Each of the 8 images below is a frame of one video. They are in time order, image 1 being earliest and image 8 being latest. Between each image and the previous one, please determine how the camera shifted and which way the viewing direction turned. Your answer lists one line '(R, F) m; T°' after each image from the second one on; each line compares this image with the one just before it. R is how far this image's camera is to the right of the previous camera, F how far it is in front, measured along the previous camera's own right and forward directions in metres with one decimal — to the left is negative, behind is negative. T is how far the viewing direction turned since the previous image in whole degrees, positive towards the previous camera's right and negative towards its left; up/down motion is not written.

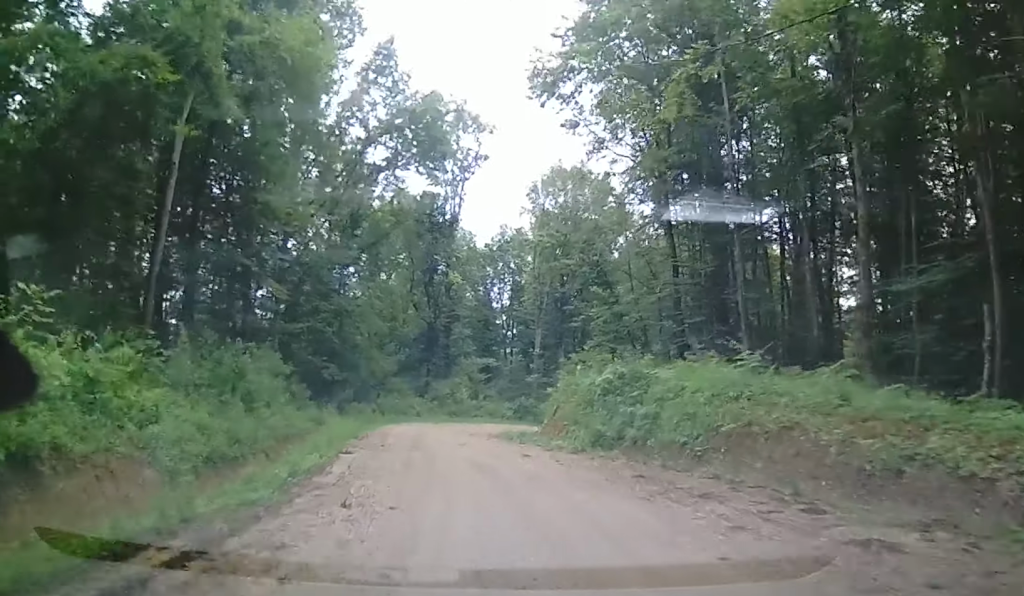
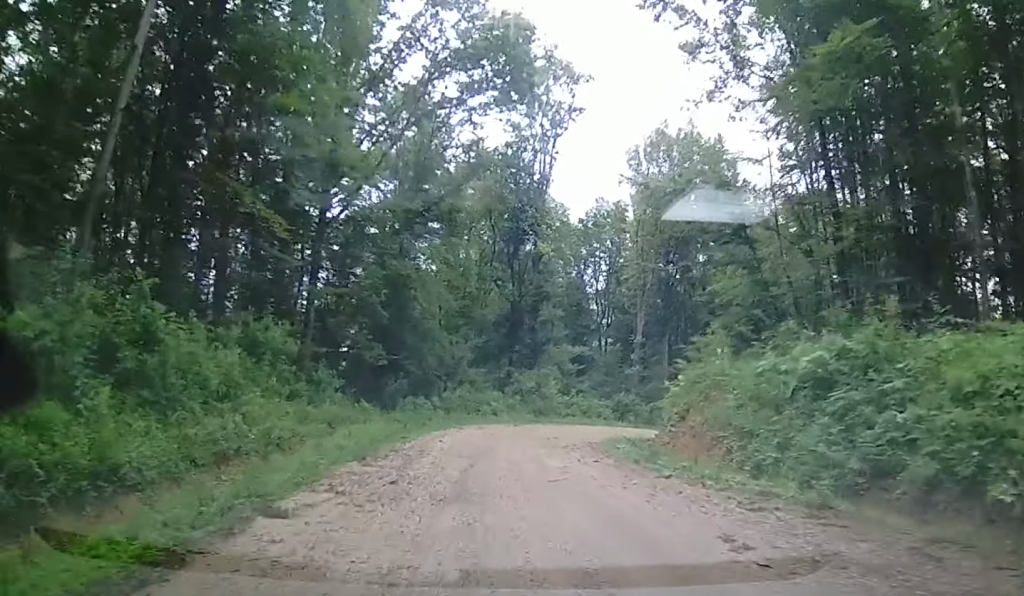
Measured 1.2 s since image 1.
(-0.3, +9.9) m; -4°
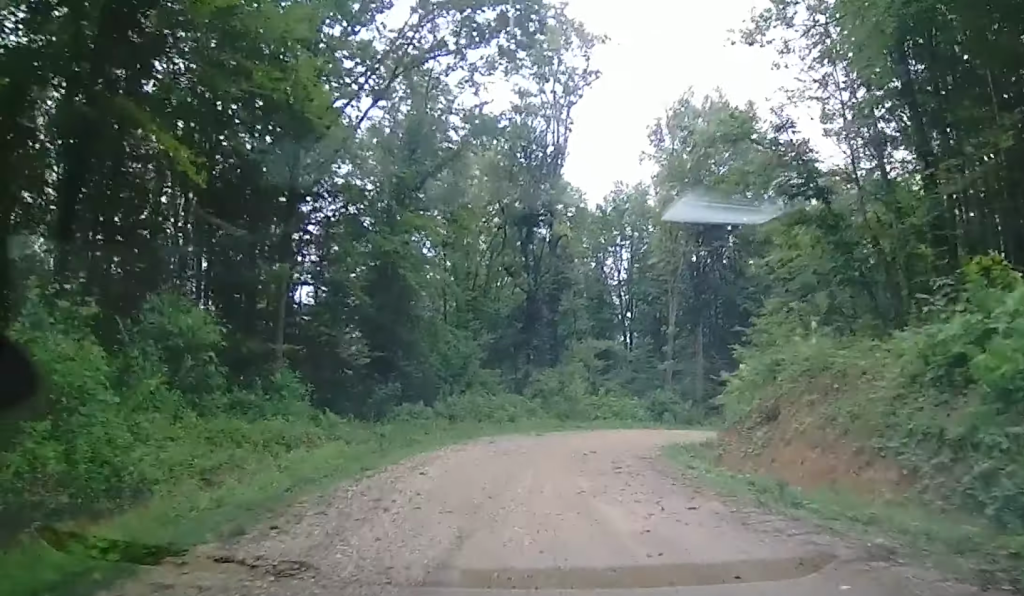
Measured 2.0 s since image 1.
(-0.2, +6.7) m; 0°
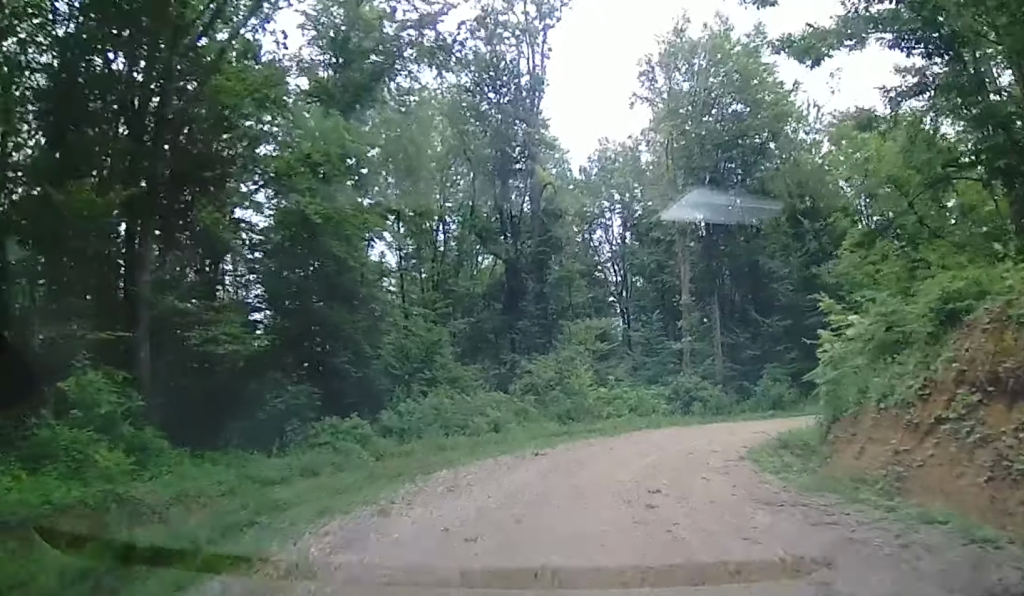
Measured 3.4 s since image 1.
(0.0, +10.0) m; -3°
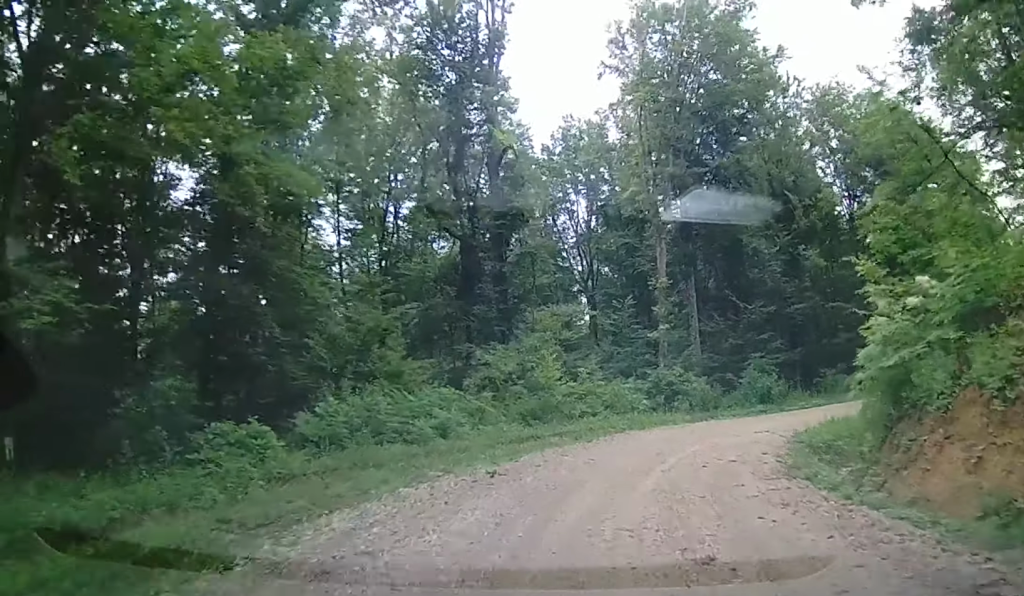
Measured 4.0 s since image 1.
(-0.2, +4.6) m; +1°
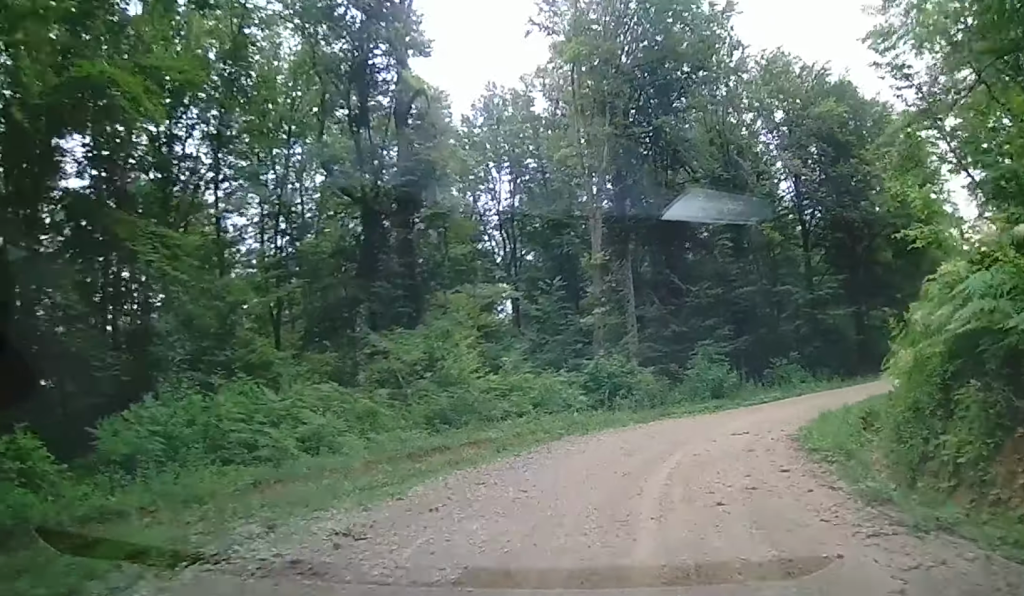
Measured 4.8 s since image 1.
(-0.1, +4.9) m; +11°
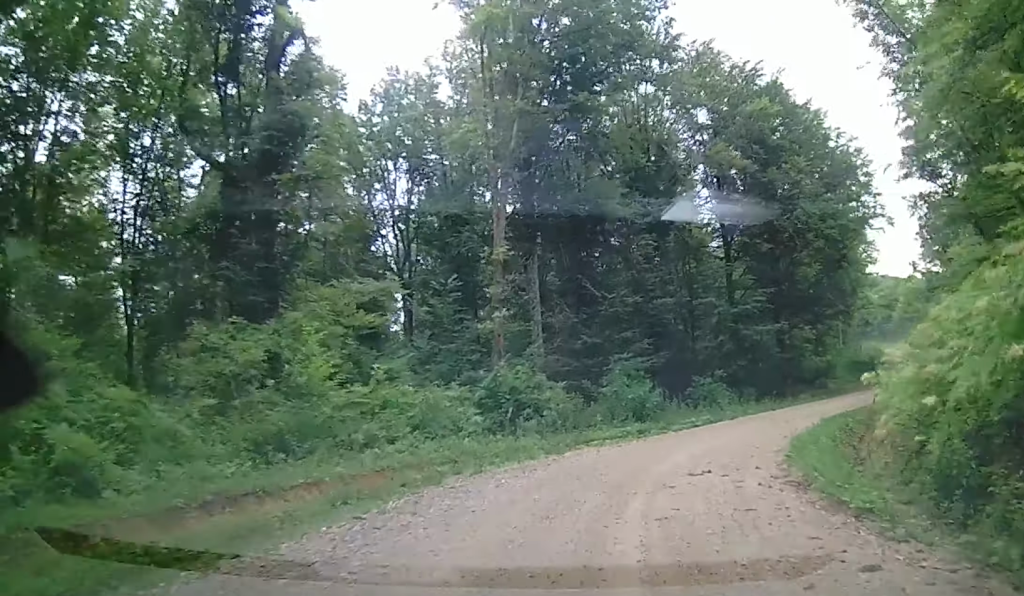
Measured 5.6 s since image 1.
(+1.1, +4.8) m; +10°
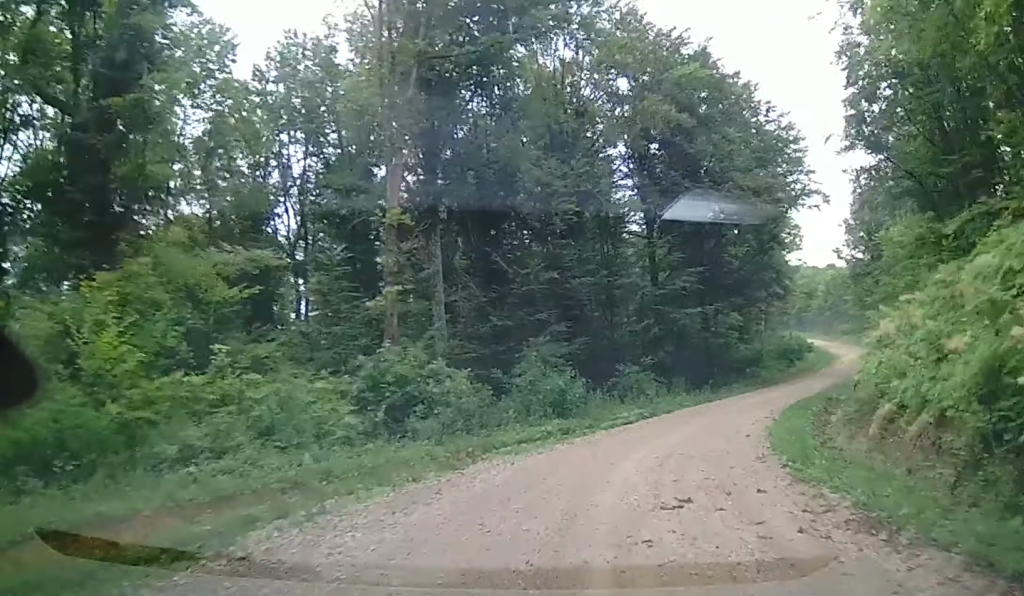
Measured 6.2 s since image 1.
(+0.3, +4.2) m; +5°
